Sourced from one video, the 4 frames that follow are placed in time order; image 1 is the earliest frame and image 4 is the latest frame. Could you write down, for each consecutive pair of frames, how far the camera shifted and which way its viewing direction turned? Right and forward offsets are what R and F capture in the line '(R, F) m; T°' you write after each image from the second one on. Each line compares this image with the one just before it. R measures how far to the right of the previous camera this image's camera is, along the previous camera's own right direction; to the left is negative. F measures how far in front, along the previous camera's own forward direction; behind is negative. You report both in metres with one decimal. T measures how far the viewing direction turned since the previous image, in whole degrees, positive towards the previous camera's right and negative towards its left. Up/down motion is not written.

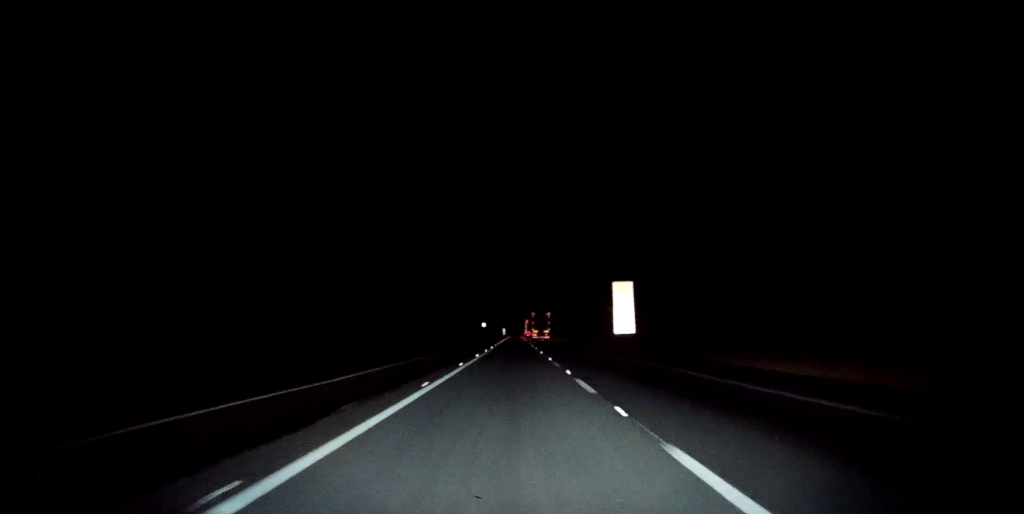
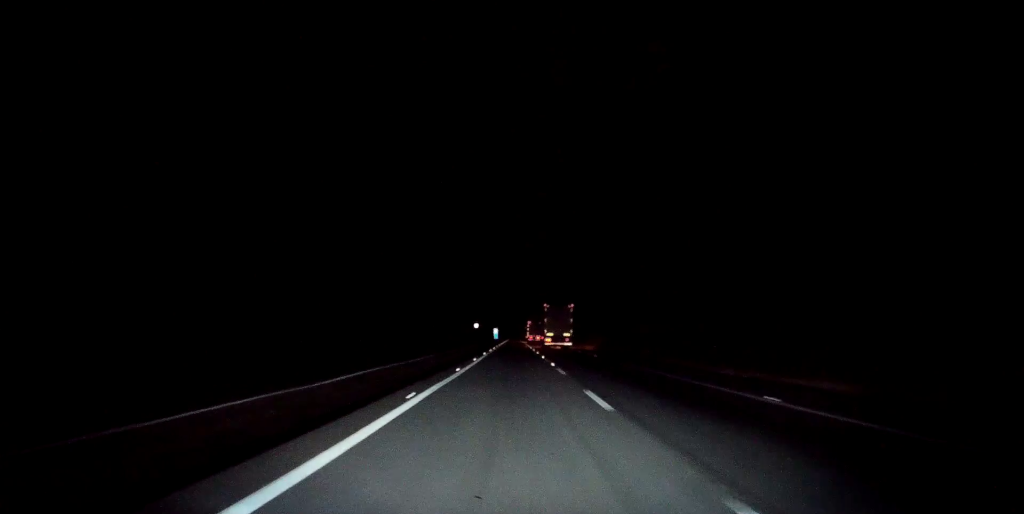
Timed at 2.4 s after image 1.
(+0.2, +84.0) m; 0°
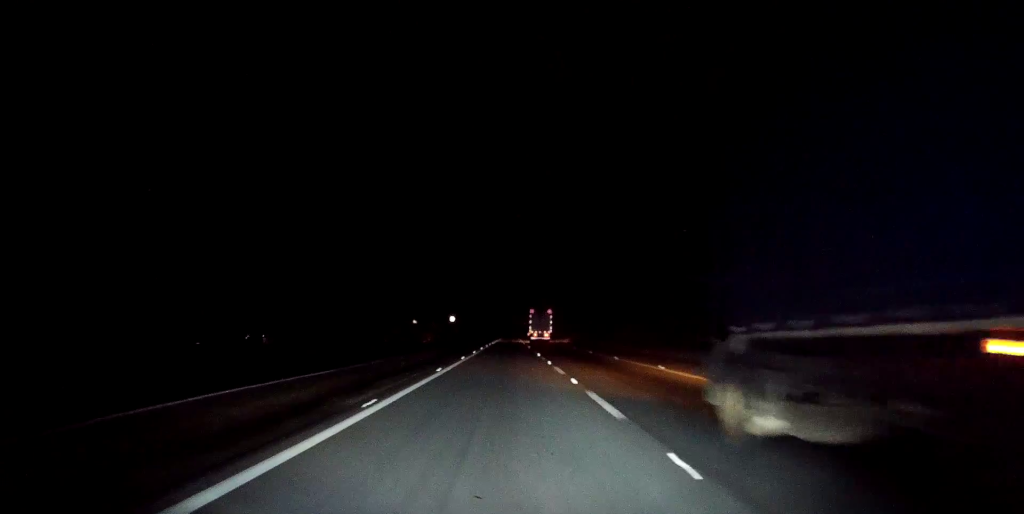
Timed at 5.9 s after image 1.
(0.0, +133.4) m; 0°
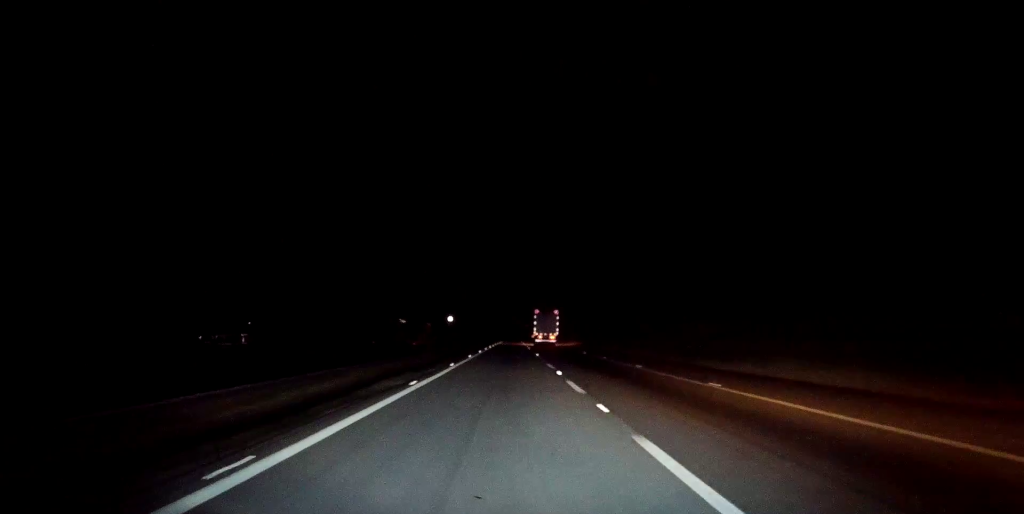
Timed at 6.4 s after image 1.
(0.0, +18.1) m; 0°
